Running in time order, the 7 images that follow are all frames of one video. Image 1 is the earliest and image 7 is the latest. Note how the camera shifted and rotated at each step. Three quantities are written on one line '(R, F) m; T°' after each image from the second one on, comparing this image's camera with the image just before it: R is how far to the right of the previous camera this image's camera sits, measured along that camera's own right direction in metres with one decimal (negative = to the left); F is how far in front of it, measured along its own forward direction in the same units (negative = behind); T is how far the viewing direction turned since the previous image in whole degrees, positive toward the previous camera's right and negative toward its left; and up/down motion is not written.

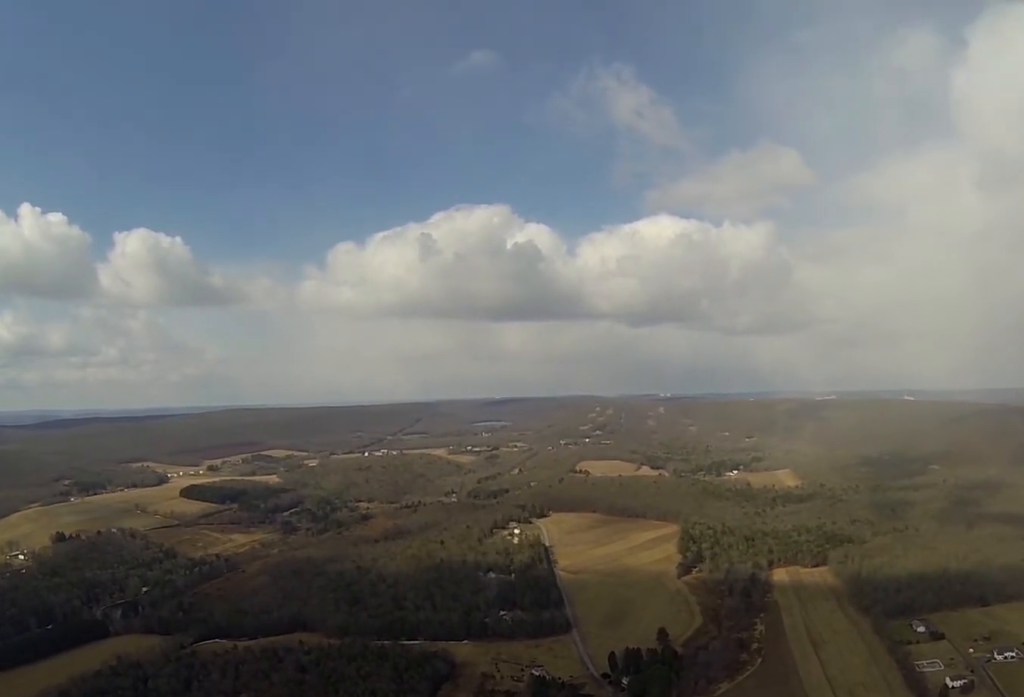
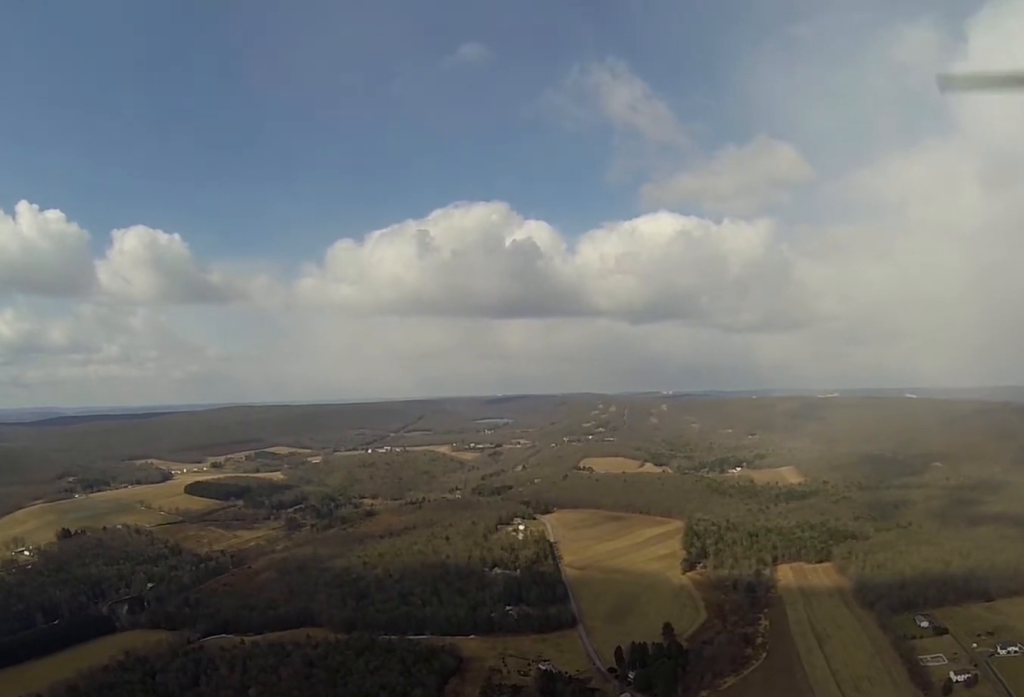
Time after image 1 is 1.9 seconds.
(0.0, +6.4) m; +1°
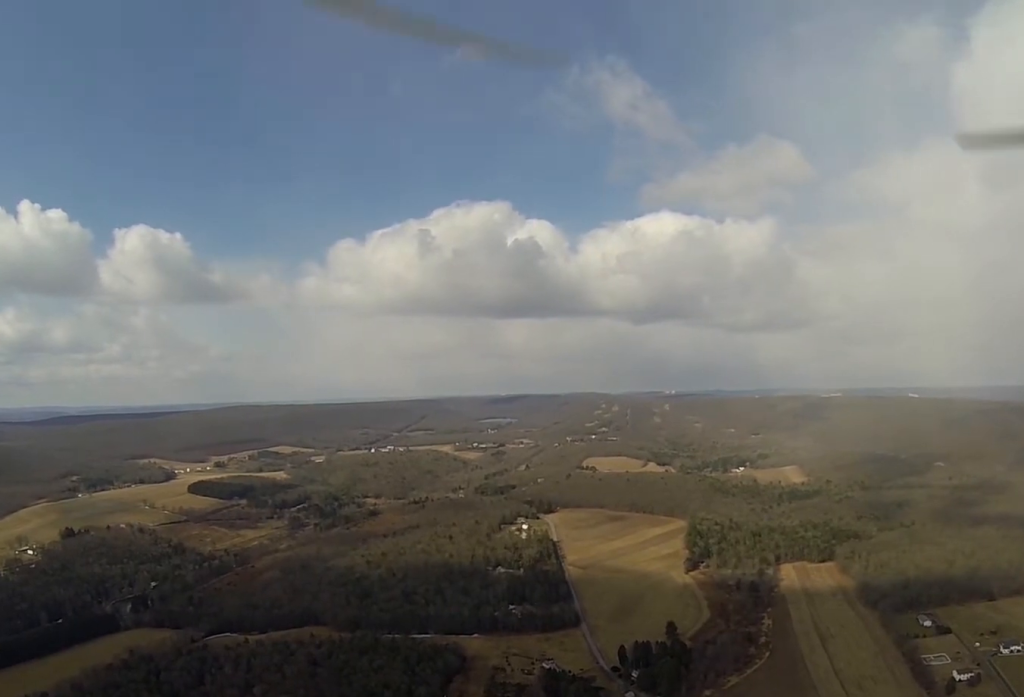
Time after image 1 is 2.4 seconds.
(0.0, +1.6) m; 0°
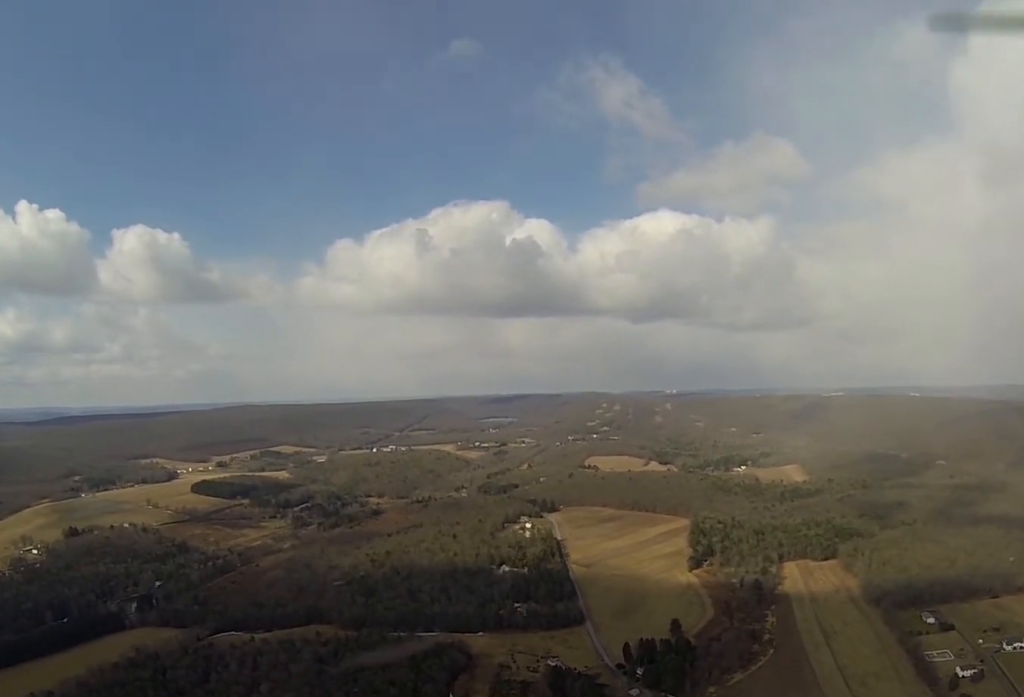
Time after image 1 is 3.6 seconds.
(0.0, +4.3) m; 0°
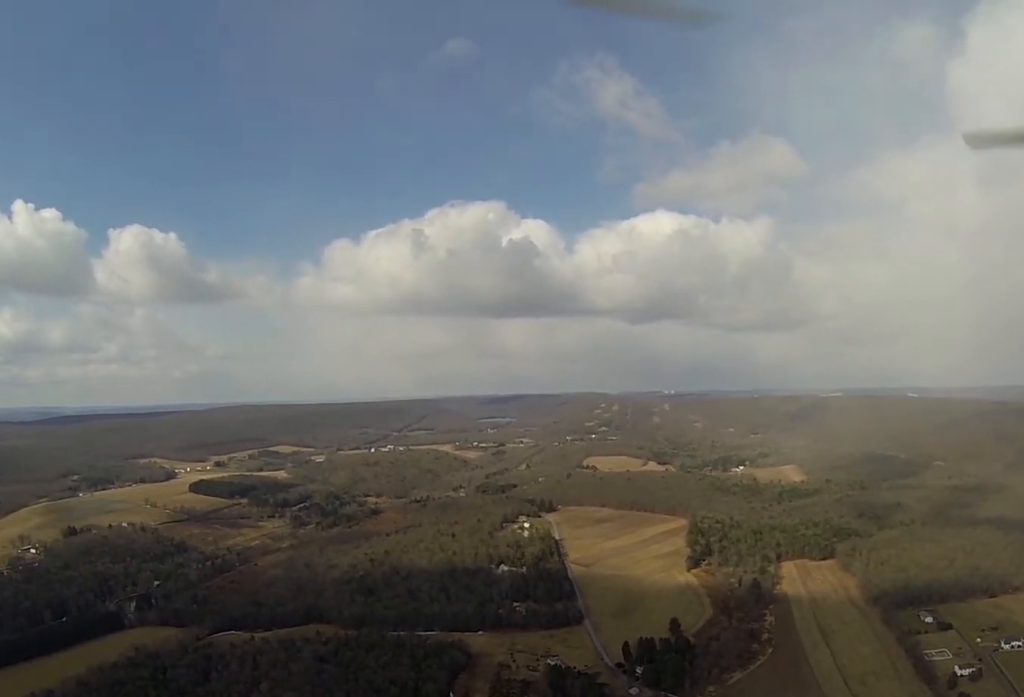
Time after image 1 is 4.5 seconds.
(0.0, +2.9) m; 0°
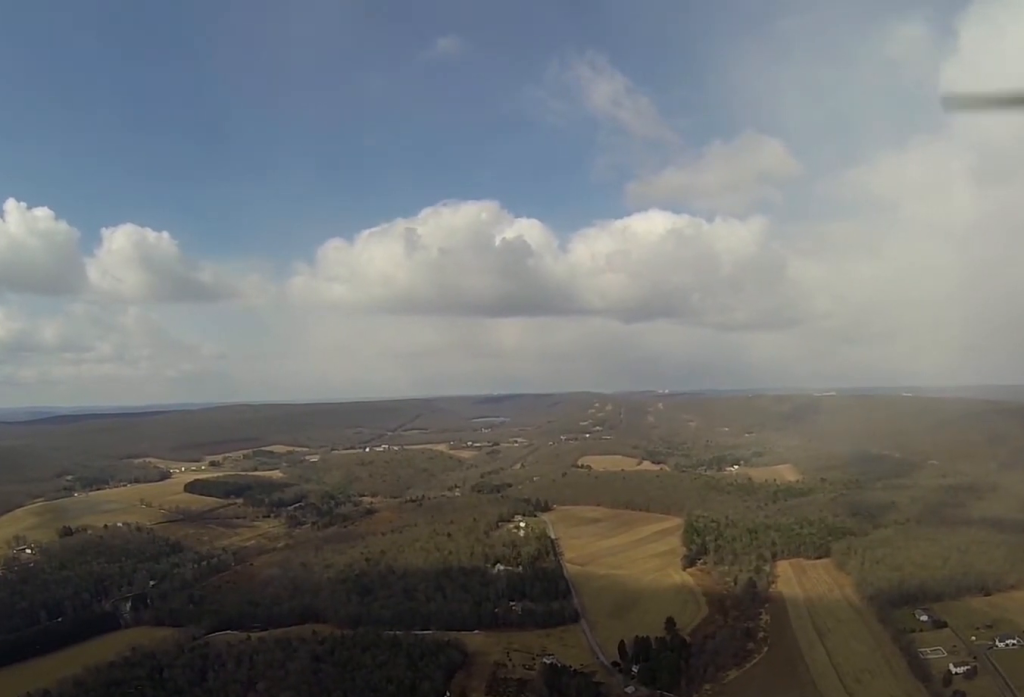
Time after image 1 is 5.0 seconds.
(0.0, +1.8) m; 0°
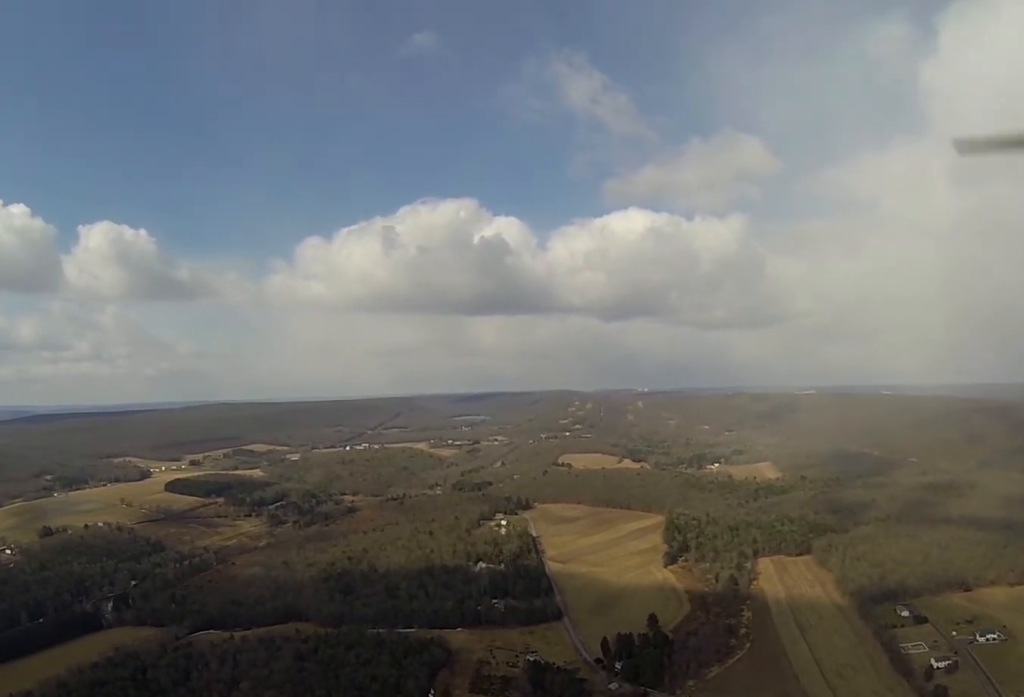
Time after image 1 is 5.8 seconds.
(0.0, +2.5) m; +1°
